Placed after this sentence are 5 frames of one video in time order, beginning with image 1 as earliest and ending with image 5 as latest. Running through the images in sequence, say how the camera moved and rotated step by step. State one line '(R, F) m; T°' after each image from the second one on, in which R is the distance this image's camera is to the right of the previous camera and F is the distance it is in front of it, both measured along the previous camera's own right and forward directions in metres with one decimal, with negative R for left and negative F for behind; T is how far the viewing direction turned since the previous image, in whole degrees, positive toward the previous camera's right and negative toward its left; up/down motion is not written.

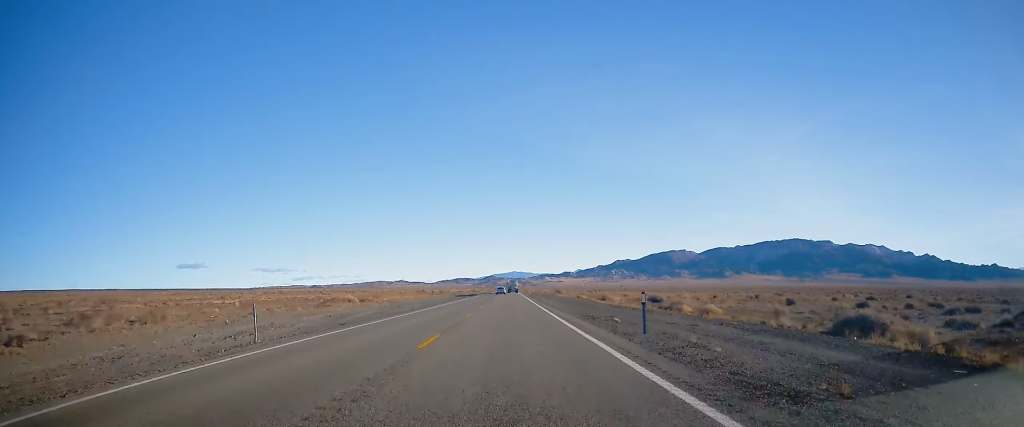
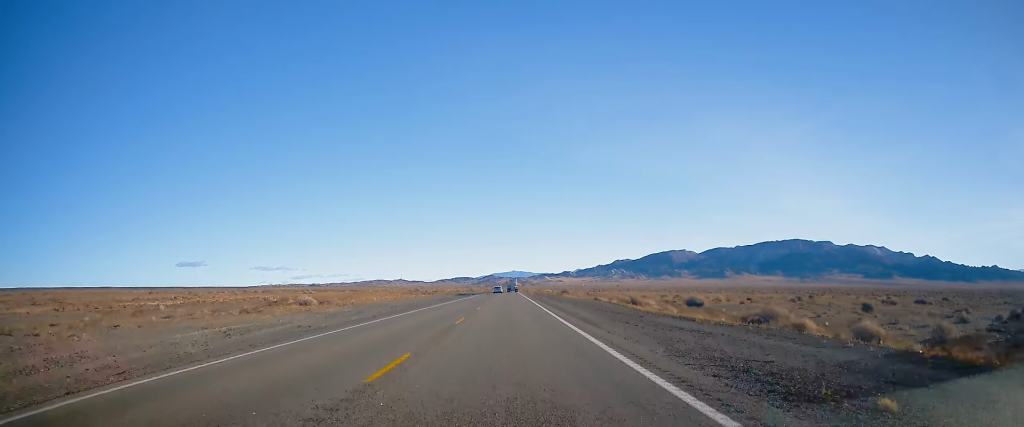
(0.0, +16.4) m; 0°
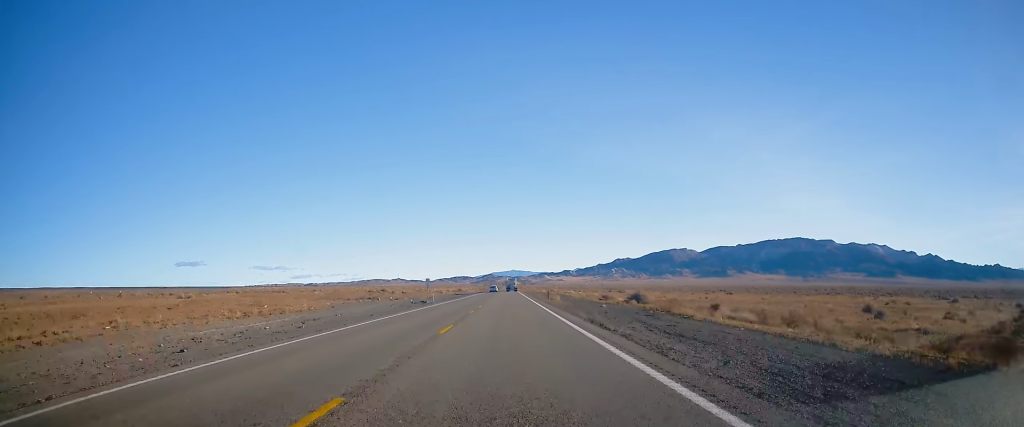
(+0.4, +64.9) m; 0°
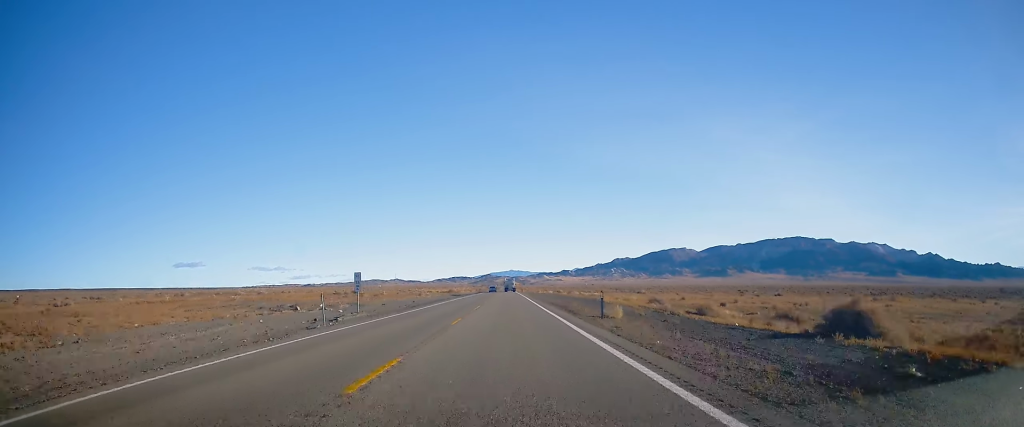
(-0.2, +32.6) m; 0°
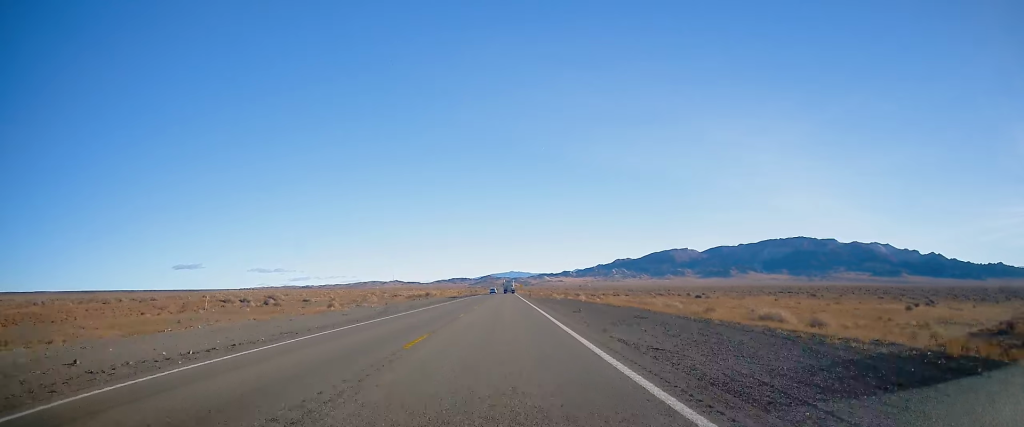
(-0.4, +55.7) m; 0°
